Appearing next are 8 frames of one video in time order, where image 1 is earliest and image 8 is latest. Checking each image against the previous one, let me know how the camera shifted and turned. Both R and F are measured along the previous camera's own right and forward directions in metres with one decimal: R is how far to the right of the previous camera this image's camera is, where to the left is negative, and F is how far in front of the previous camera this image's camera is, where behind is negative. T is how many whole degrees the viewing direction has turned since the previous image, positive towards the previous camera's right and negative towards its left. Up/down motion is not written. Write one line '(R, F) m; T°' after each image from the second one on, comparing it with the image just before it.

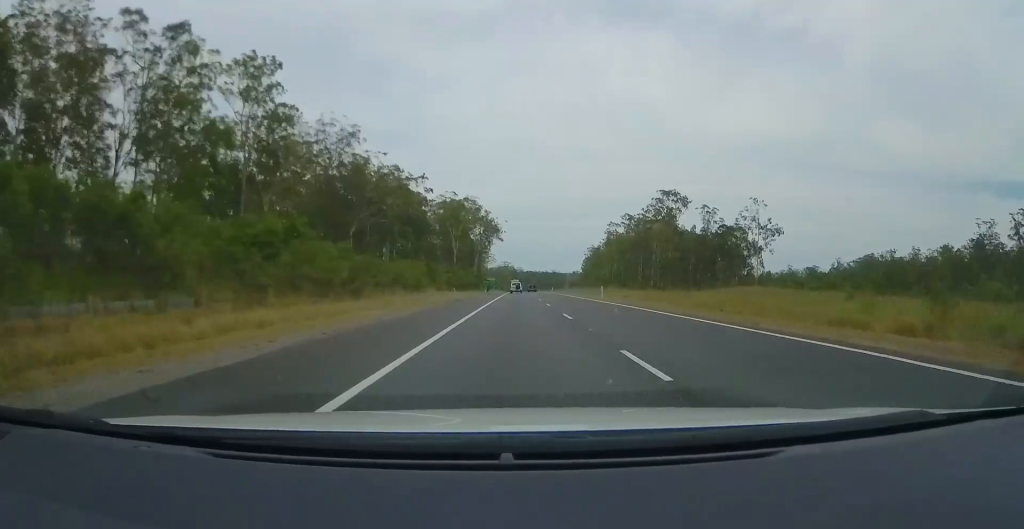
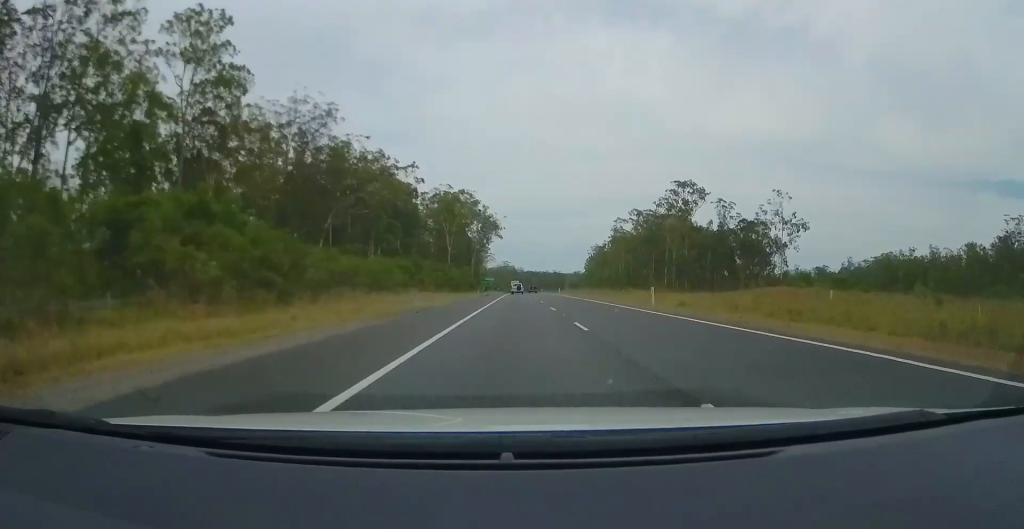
(-0.1, +15.8) m; 0°
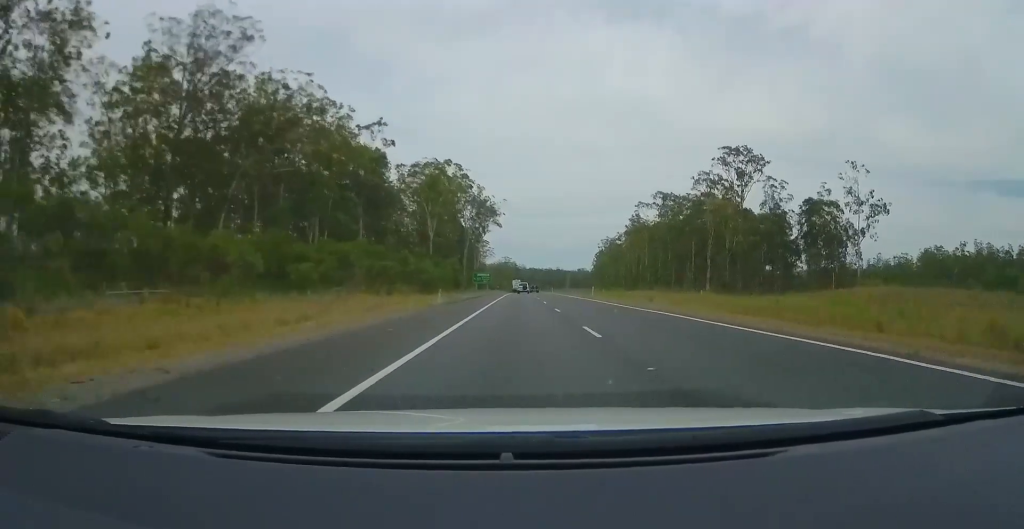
(0.0, +37.8) m; 0°
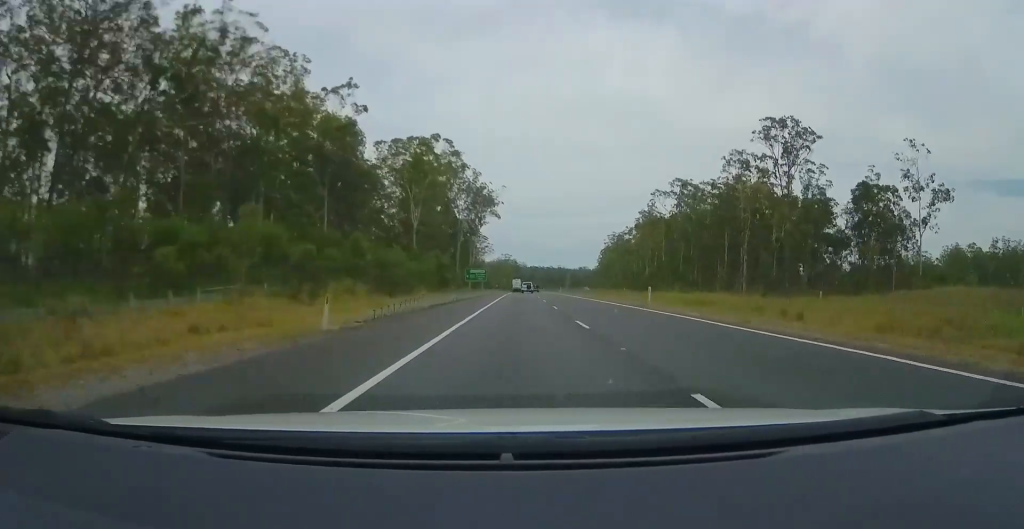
(0.0, +20.7) m; 0°
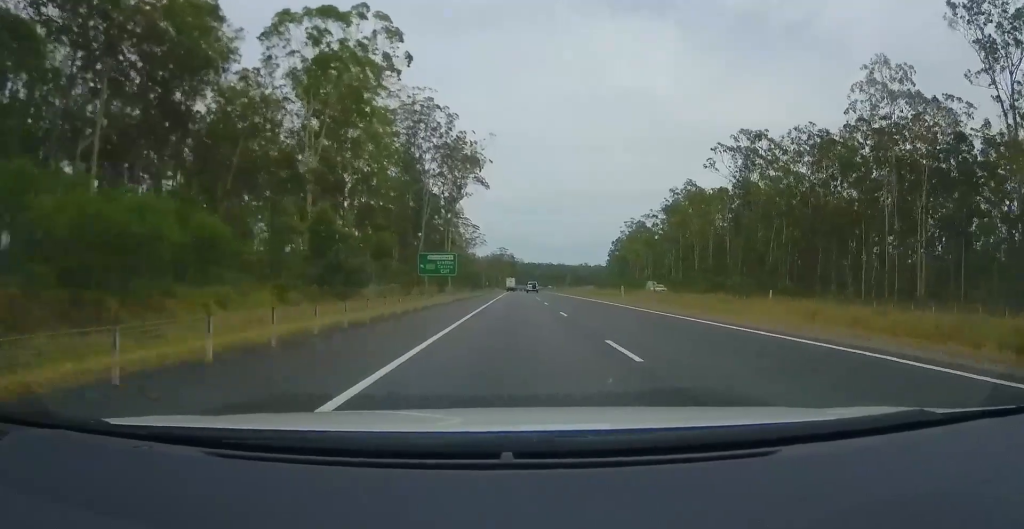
(0.0, +55.0) m; +1°
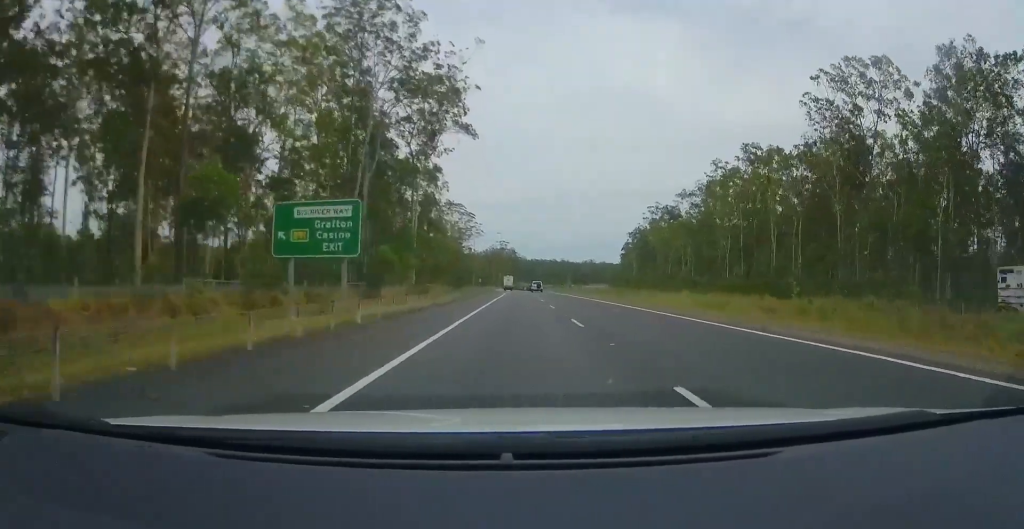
(+0.3, +40.0) m; 0°
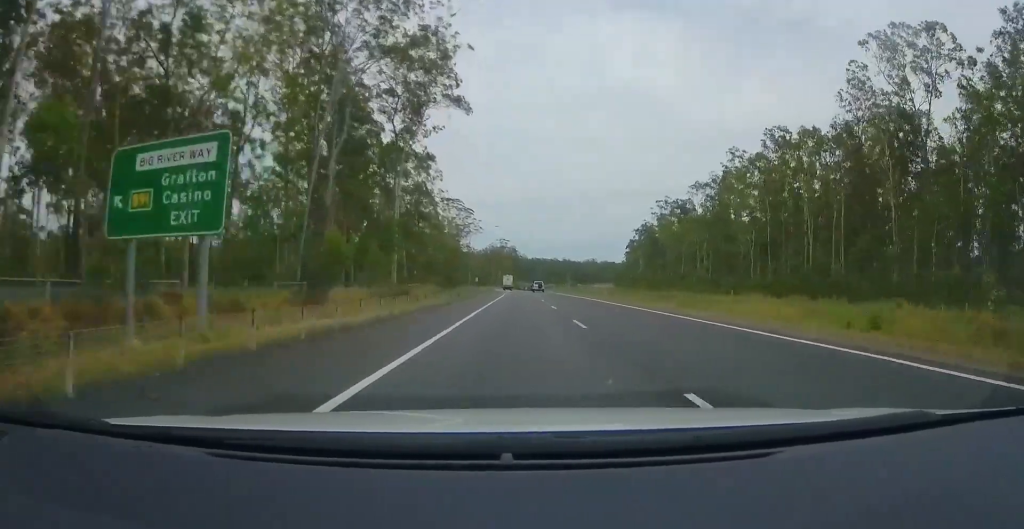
(0.0, +12.1) m; 0°
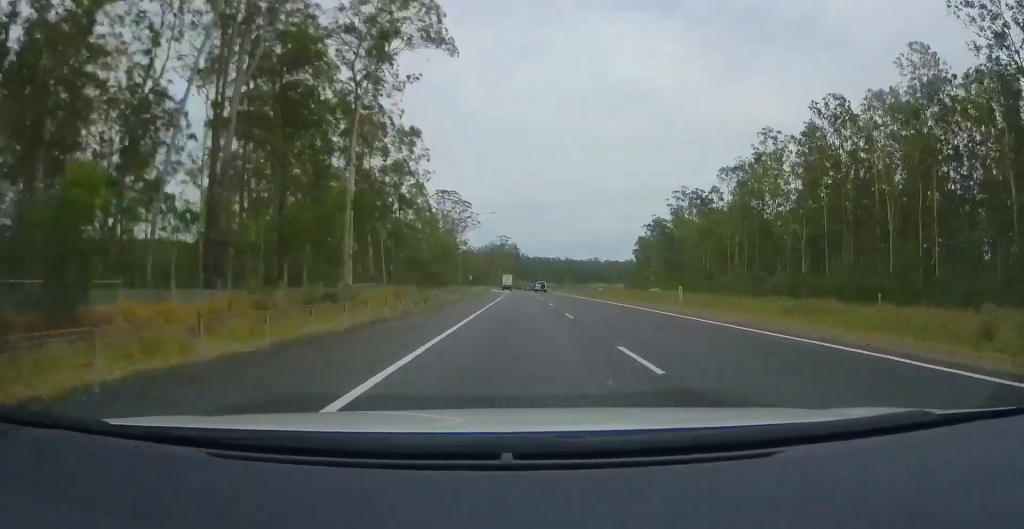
(0.0, +19.5) m; 0°
